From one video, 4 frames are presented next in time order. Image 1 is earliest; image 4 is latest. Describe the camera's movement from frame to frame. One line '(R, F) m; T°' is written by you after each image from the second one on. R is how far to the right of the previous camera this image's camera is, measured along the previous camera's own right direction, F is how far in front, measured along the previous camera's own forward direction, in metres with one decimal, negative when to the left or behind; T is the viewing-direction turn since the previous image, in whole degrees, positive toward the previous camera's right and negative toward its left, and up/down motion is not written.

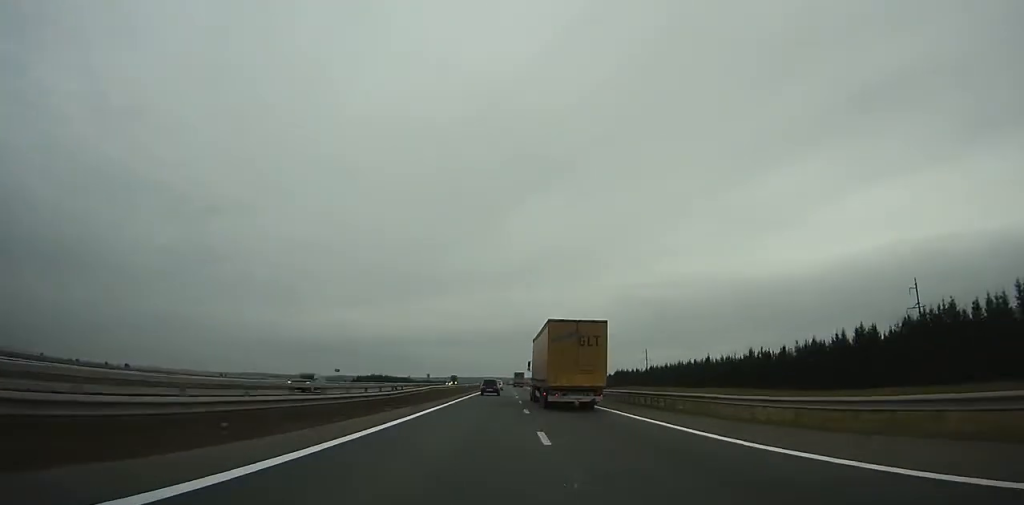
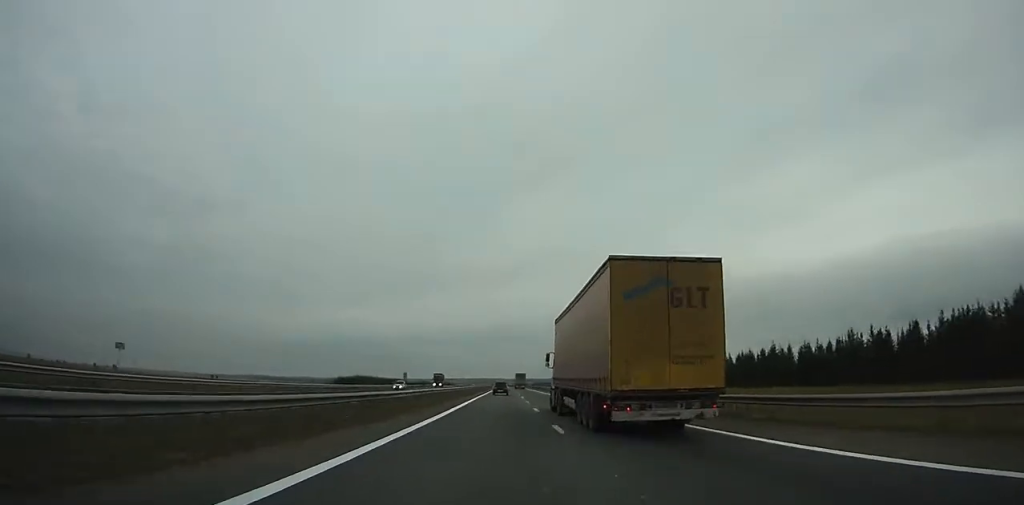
(+0.1, +45.4) m; 0°
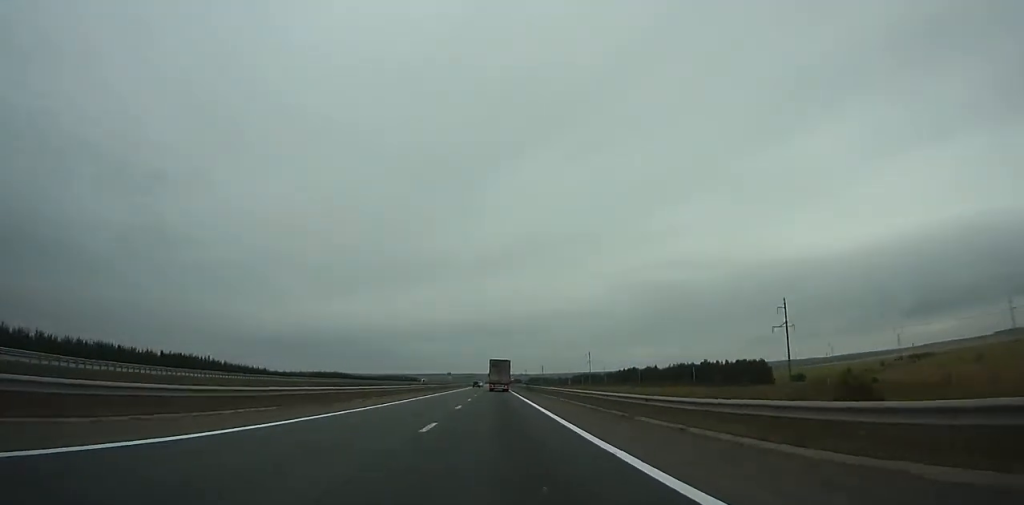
(+7.0, +358.9) m; +1°
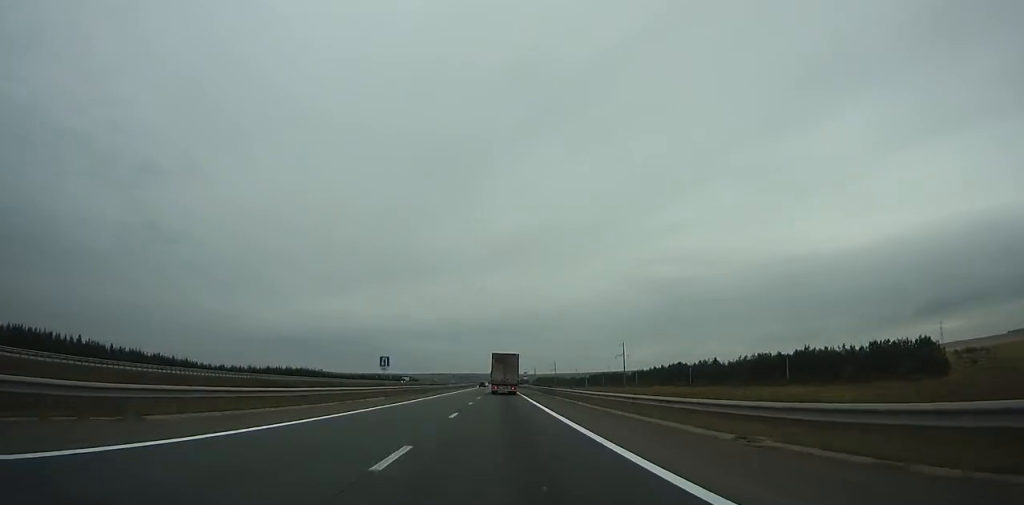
(-0.2, +79.0) m; 0°
